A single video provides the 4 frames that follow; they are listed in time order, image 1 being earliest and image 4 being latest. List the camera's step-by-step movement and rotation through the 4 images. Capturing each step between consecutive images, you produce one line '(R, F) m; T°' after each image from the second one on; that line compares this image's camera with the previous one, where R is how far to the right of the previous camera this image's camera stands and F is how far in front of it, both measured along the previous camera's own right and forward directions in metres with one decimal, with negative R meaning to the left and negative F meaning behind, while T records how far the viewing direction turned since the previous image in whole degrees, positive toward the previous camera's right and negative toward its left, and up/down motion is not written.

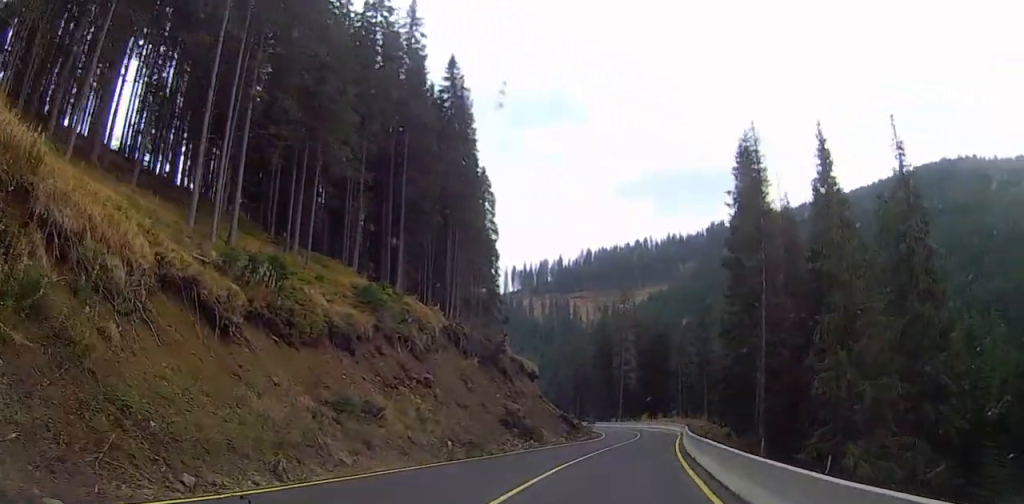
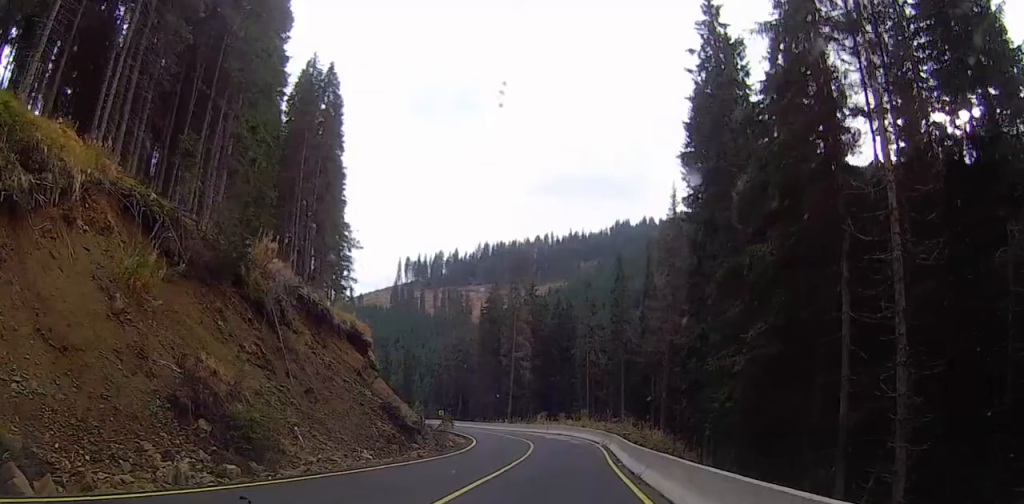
(+4.2, +28.3) m; +14°
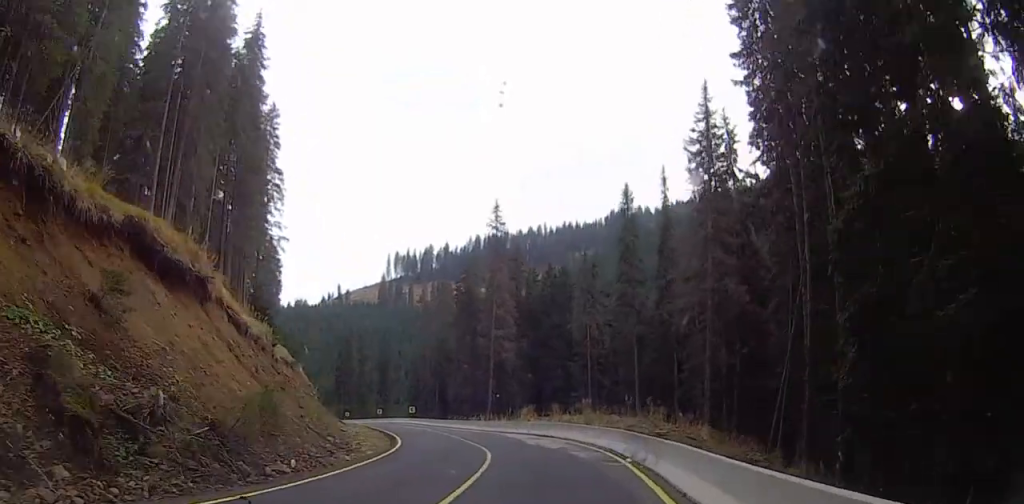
(+0.5, +26.1) m; +1°
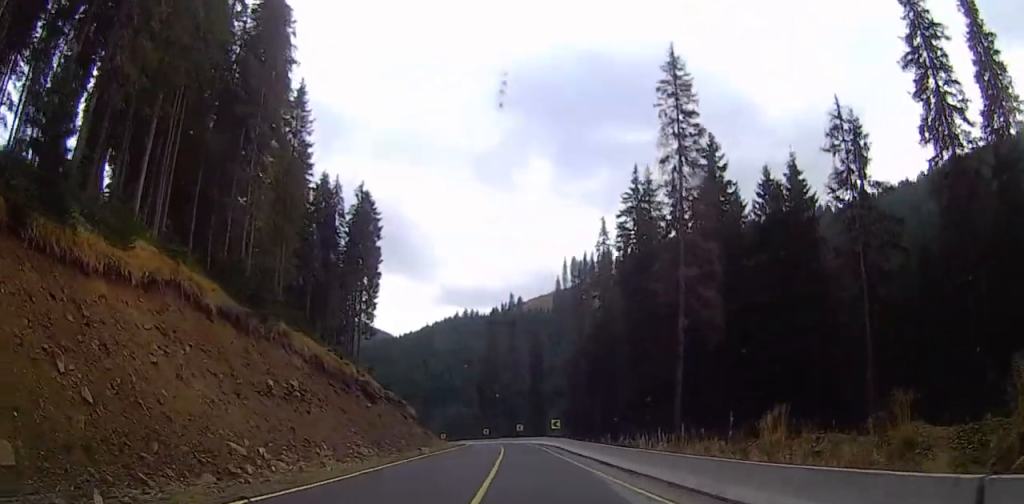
(-2.3, +39.5) m; -12°
